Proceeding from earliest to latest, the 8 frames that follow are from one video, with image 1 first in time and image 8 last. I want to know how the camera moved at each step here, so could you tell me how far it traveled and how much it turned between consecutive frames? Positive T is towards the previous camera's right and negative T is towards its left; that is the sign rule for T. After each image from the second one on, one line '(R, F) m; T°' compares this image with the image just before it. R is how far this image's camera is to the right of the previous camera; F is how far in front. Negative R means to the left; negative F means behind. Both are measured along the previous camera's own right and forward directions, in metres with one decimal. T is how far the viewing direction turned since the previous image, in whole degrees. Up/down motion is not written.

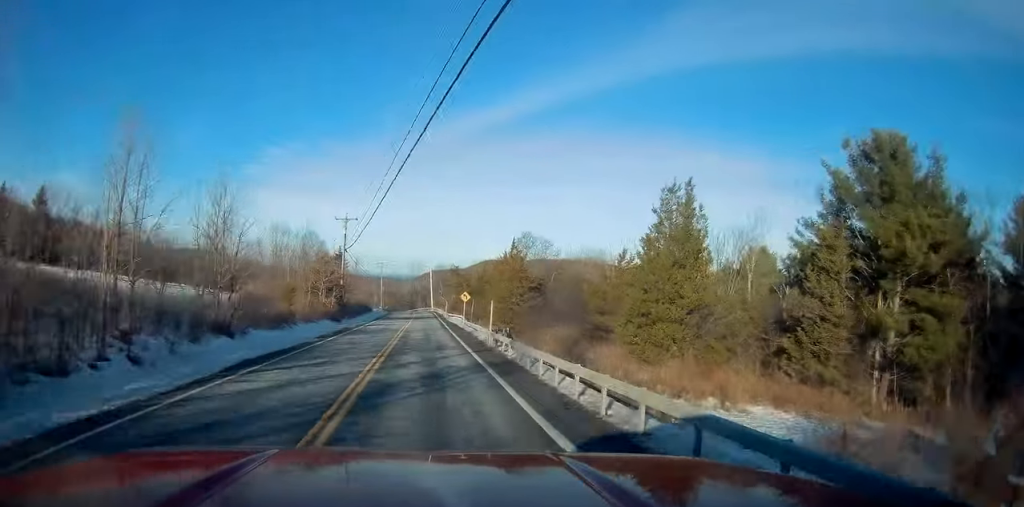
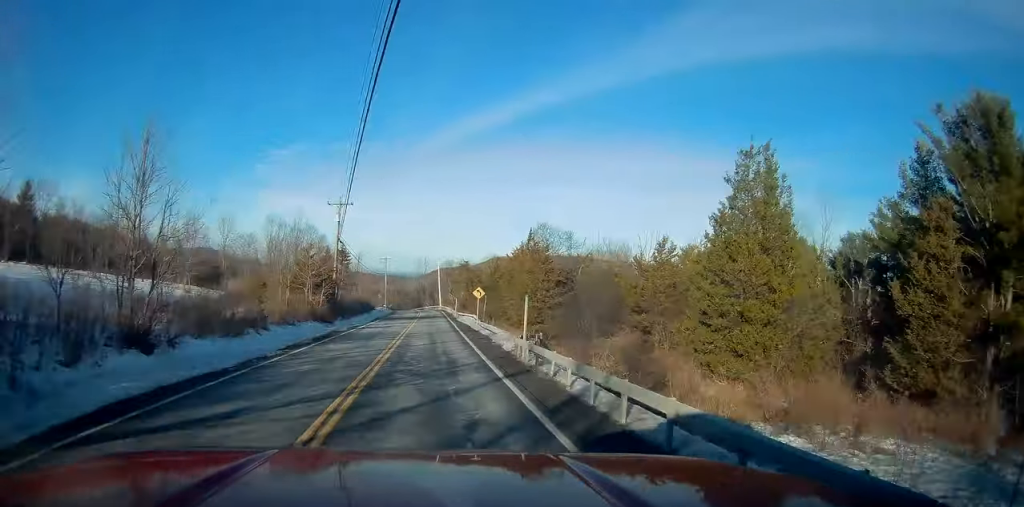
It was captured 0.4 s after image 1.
(0.0, +8.4) m; -1°
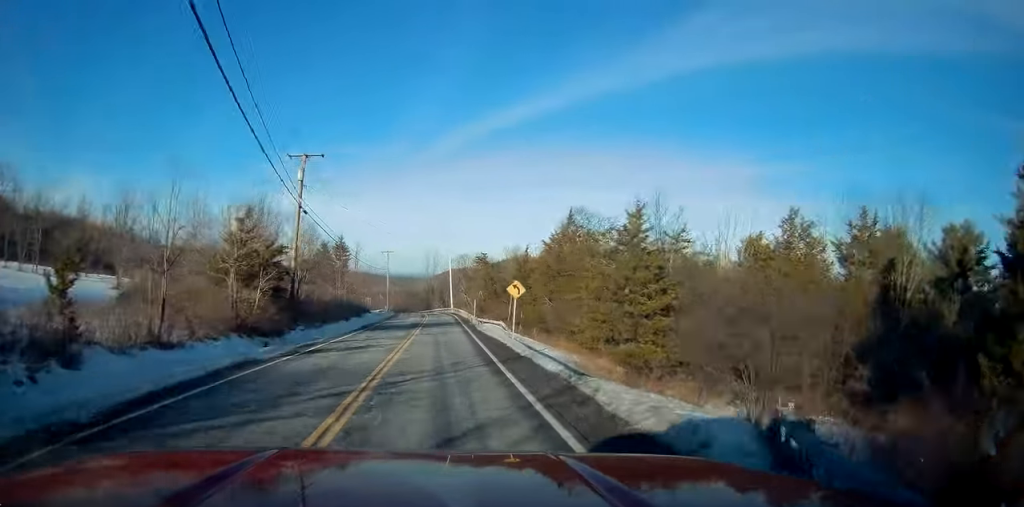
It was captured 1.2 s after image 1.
(-0.4, +18.0) m; -2°
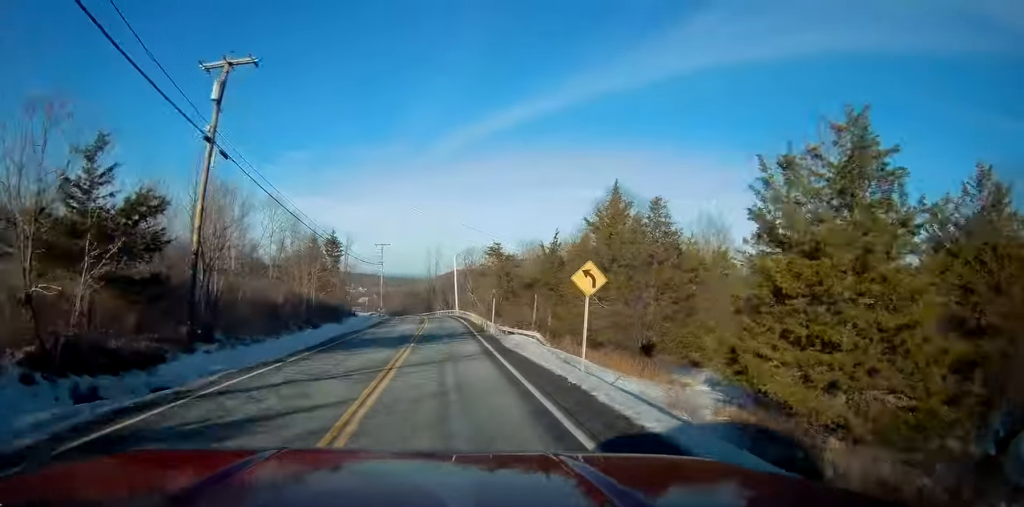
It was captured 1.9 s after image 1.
(-0.2, +14.6) m; -1°
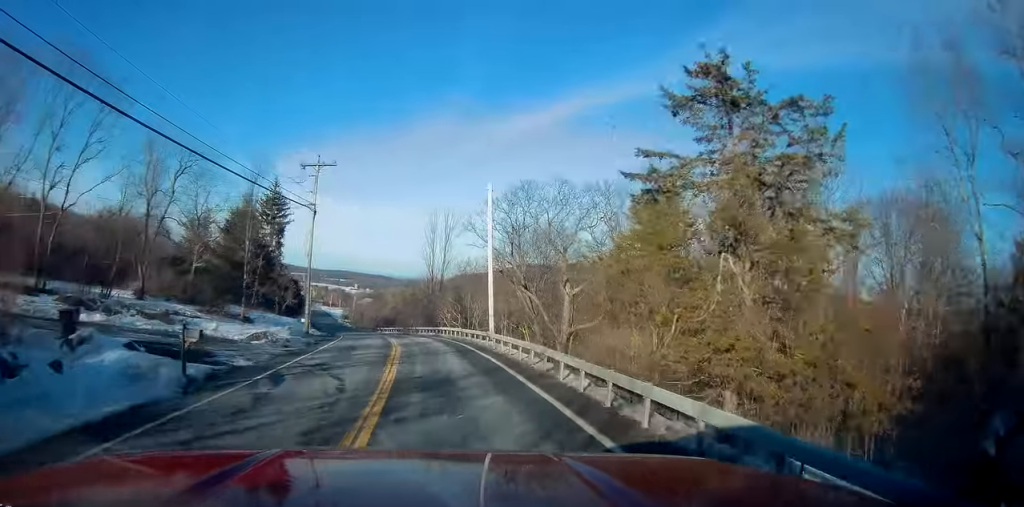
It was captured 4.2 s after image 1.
(-0.1, +51.0) m; -2°
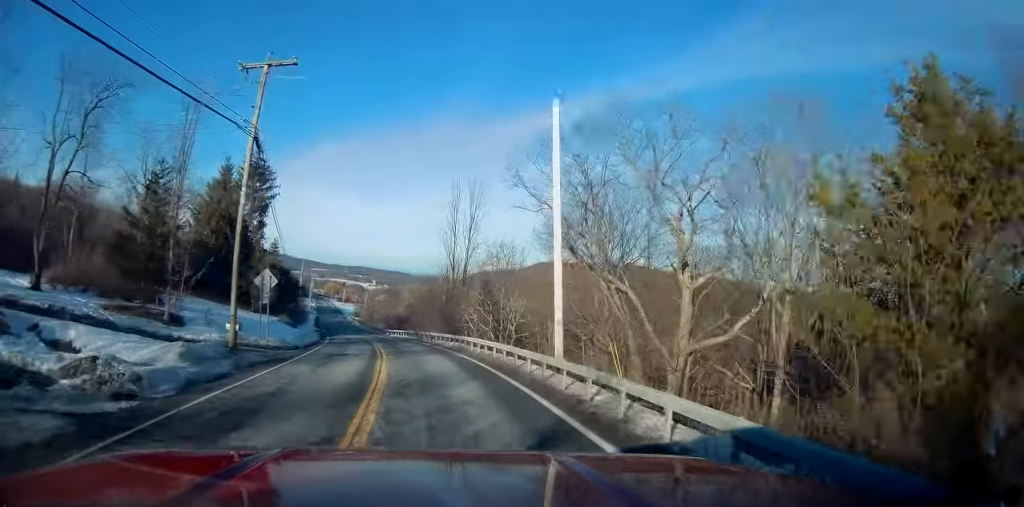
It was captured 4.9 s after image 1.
(-0.3, +15.5) m; -3°
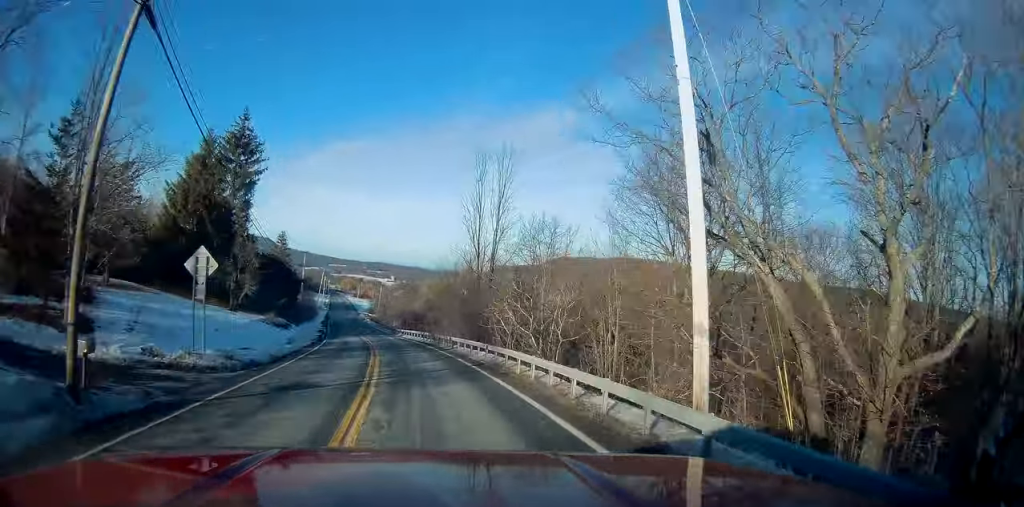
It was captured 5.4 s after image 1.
(0.0, +10.3) m; -2°
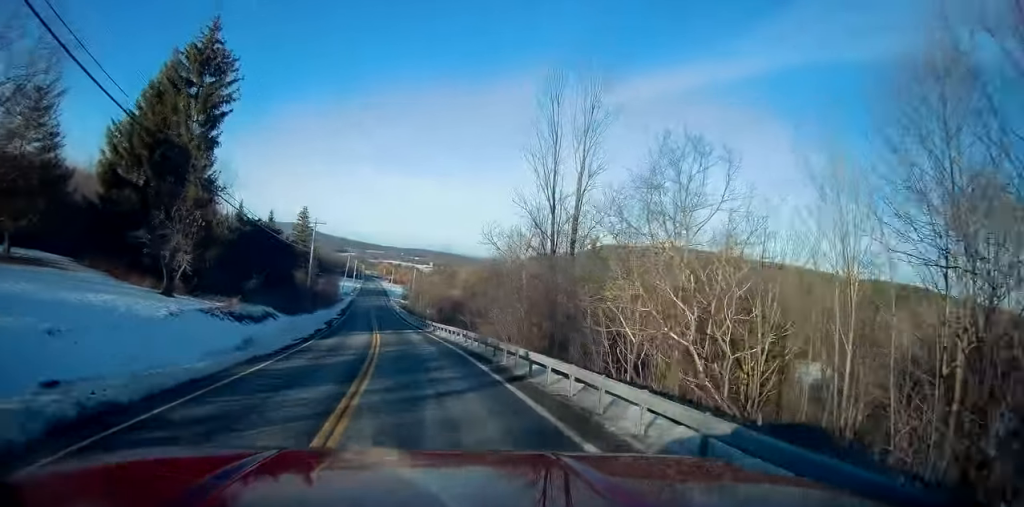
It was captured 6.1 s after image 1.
(-0.6, +16.4) m; -3°
